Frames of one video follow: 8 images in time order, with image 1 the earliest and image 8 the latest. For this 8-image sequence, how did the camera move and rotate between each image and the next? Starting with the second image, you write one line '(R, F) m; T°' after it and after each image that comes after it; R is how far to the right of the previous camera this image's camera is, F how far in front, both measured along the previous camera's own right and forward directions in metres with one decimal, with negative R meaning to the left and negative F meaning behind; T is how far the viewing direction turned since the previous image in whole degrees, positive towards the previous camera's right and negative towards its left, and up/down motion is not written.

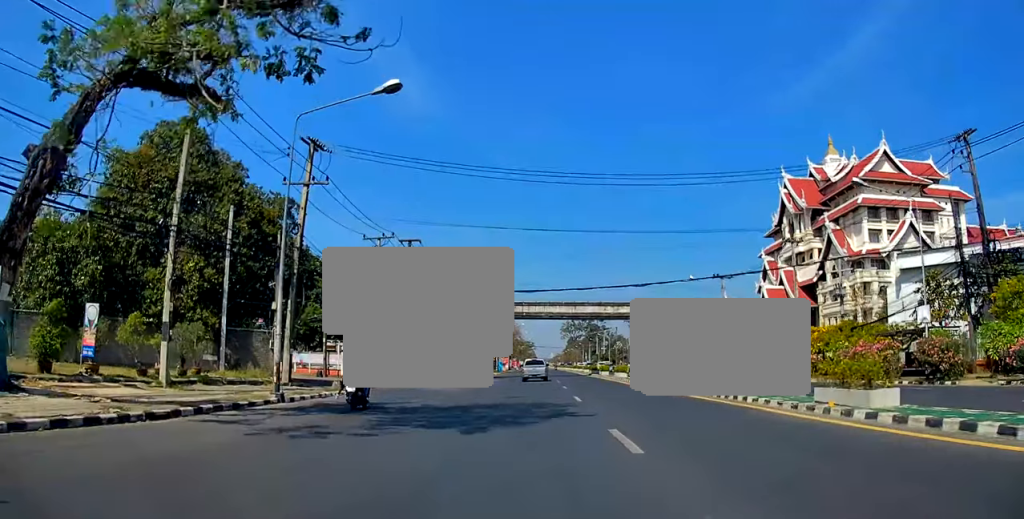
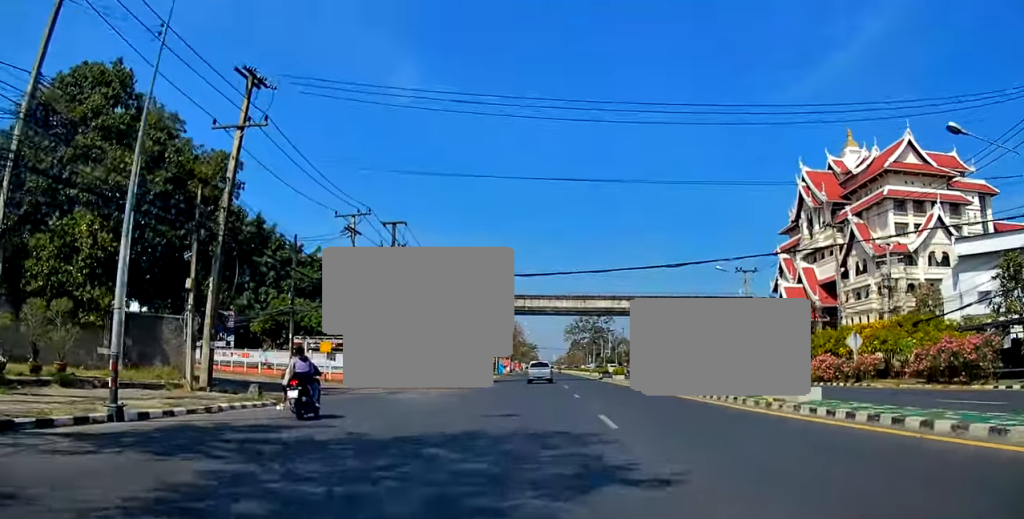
(+0.1, +8.0) m; -1°
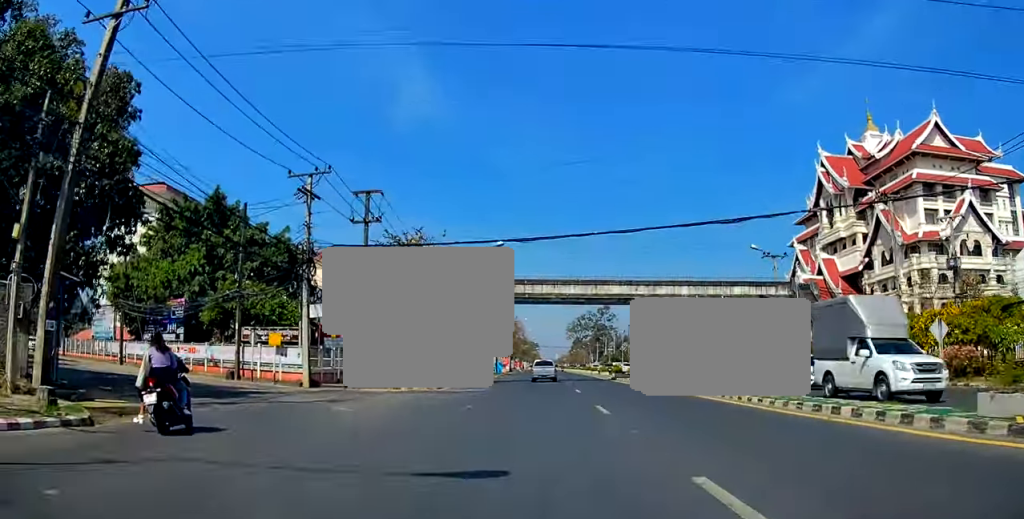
(0.0, +8.6) m; -1°
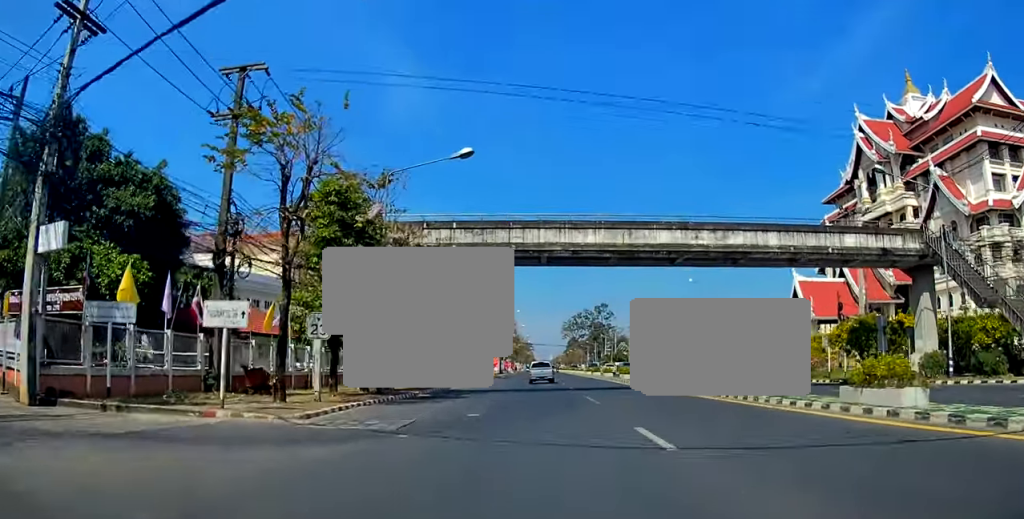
(-0.3, +18.7) m; 0°
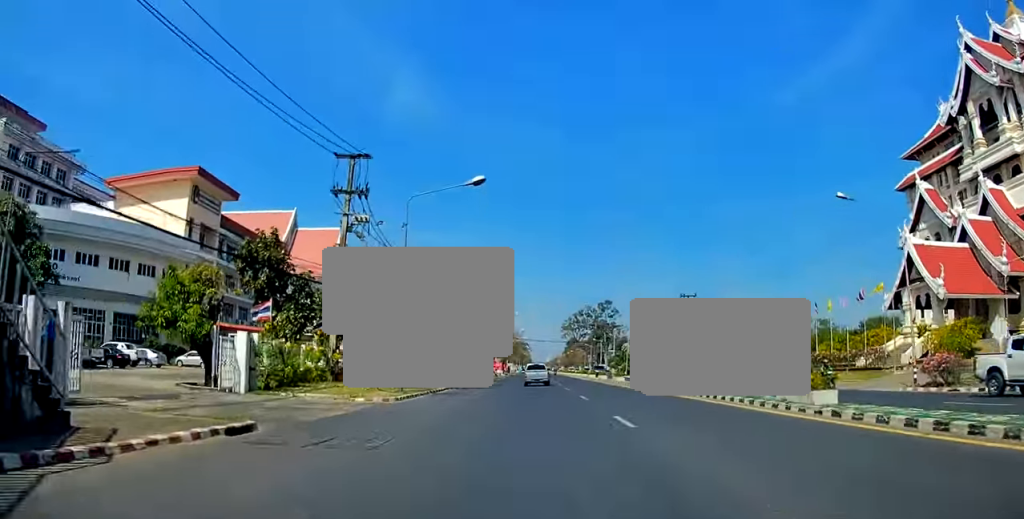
(+0.8, +31.5) m; +1°
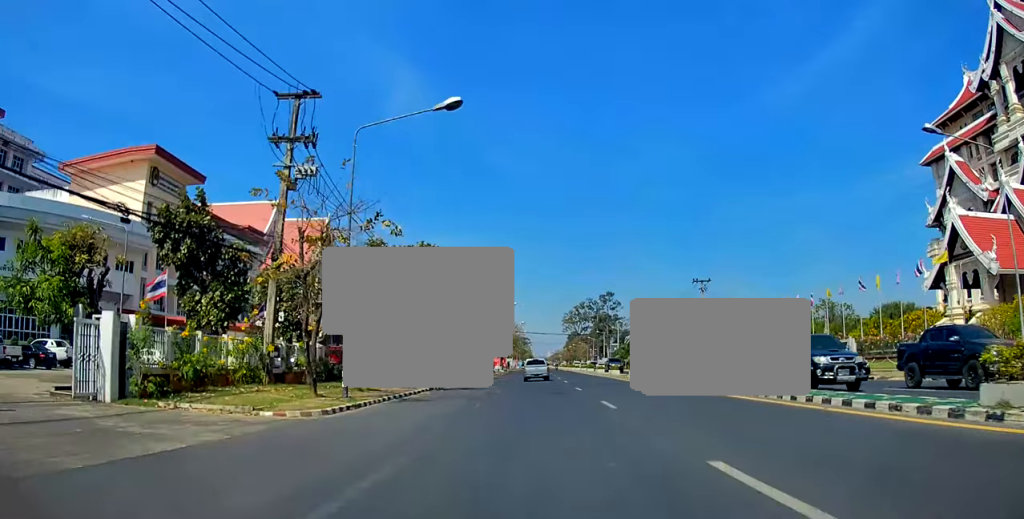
(0.0, +8.6) m; -1°
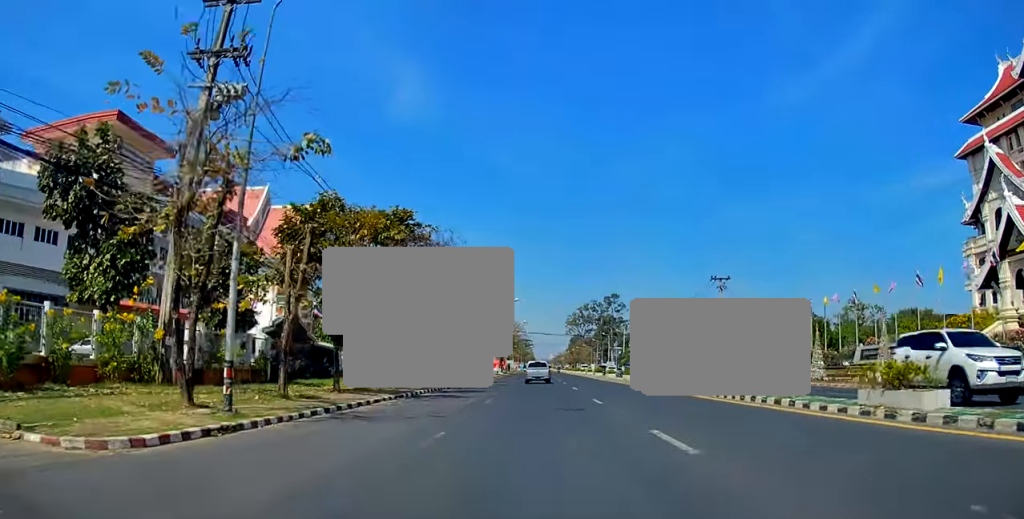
(-0.3, +8.3) m; 0°
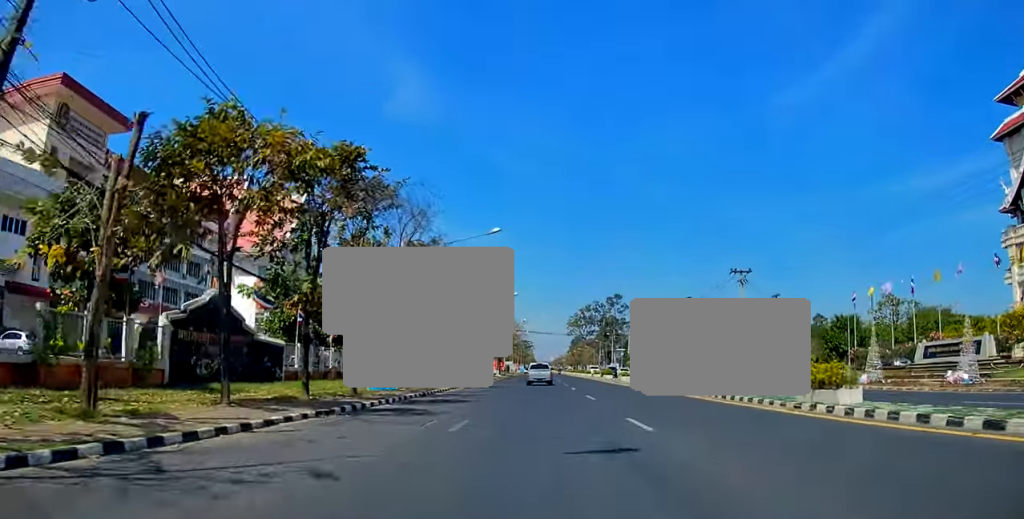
(-0.2, +8.6) m; 0°
